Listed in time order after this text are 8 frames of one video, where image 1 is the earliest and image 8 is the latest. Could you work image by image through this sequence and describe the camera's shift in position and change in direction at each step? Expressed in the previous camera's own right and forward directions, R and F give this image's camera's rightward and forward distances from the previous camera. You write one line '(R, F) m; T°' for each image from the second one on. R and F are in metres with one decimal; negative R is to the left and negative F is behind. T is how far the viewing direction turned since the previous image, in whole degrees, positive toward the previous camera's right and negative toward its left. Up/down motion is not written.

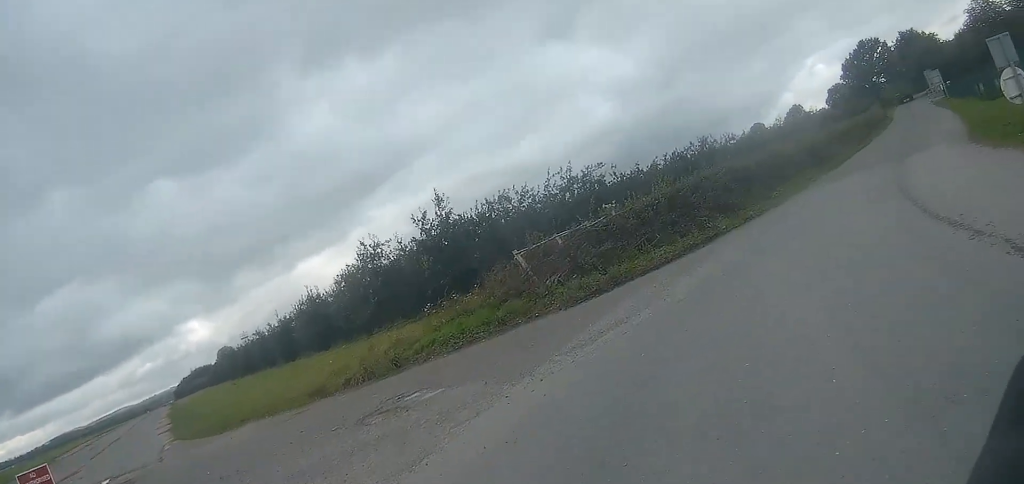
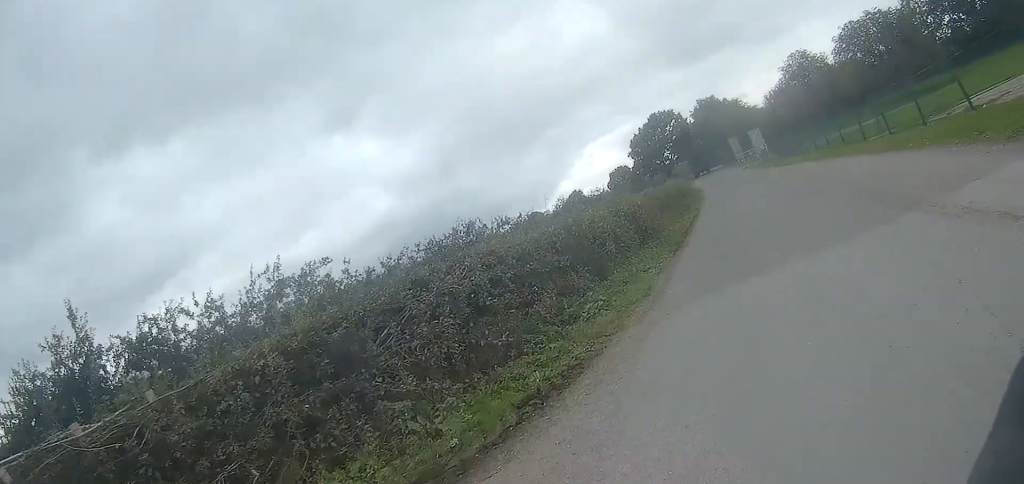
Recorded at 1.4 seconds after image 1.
(+1.9, +8.8) m; +20°
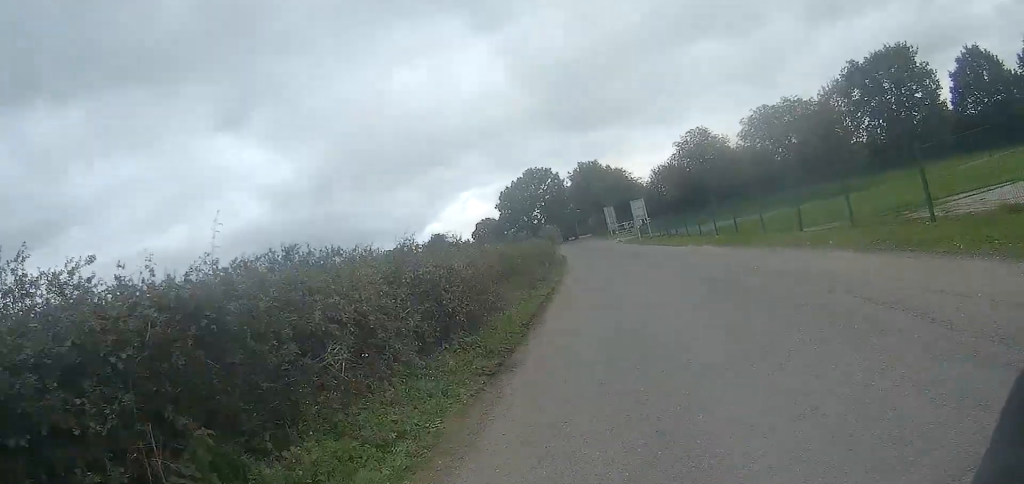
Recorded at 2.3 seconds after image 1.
(+0.6, +5.6) m; +8°
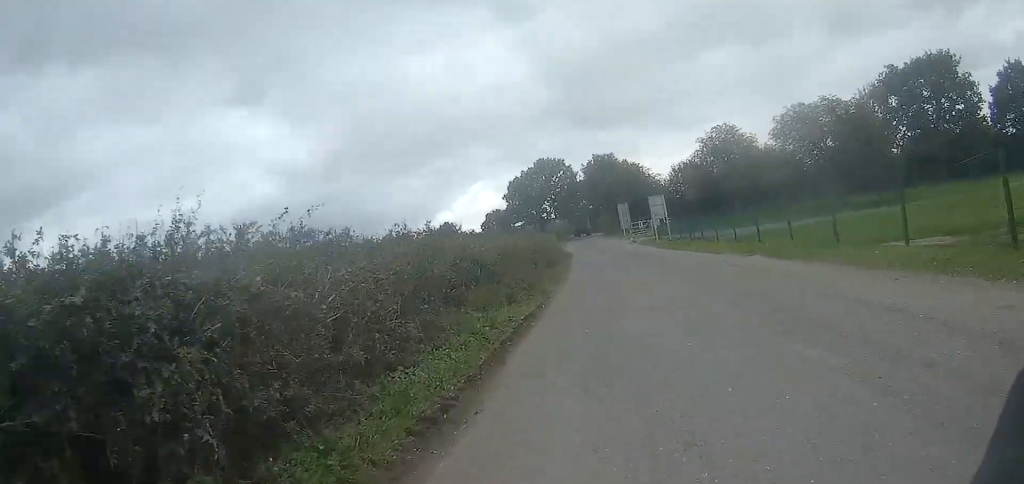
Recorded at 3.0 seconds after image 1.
(0.0, +5.0) m; +5°
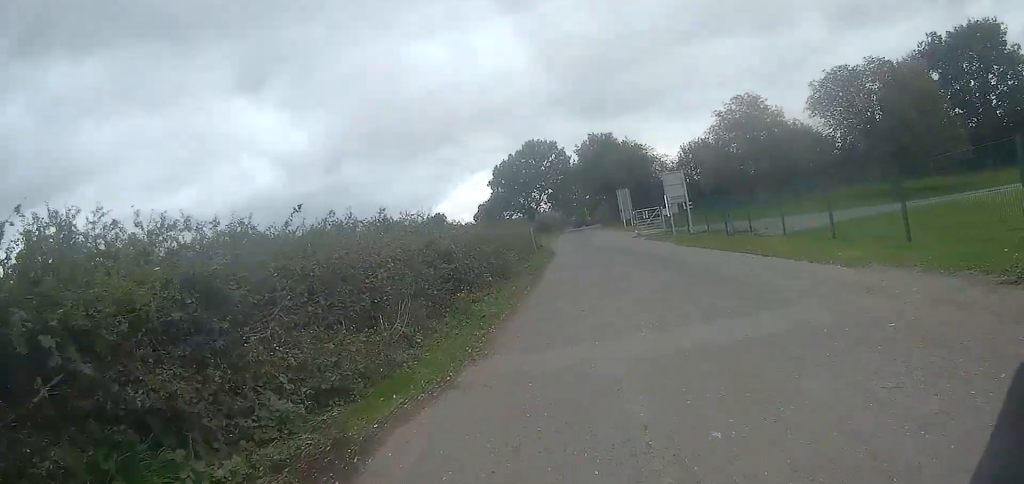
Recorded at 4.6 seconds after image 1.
(+0.6, +11.6) m; -2°
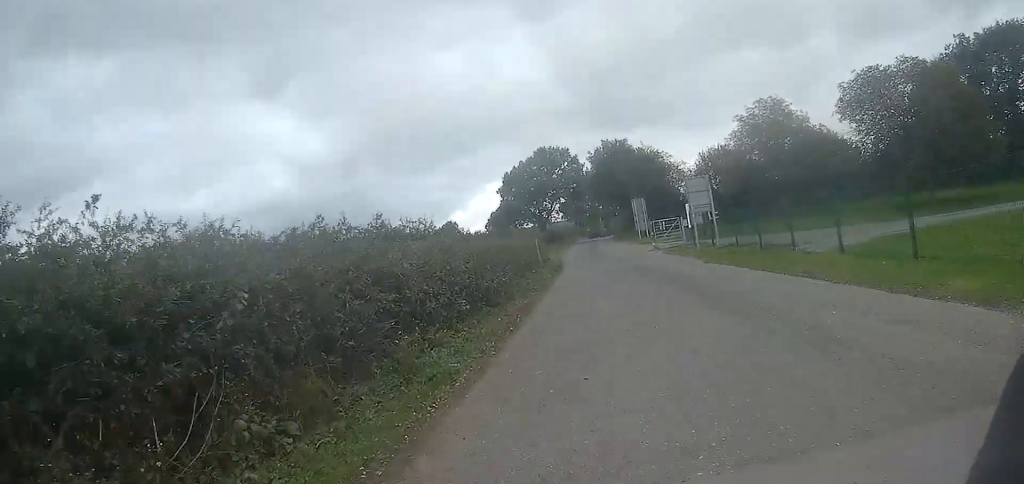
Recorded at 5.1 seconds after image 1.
(-0.1, +3.5) m; -3°
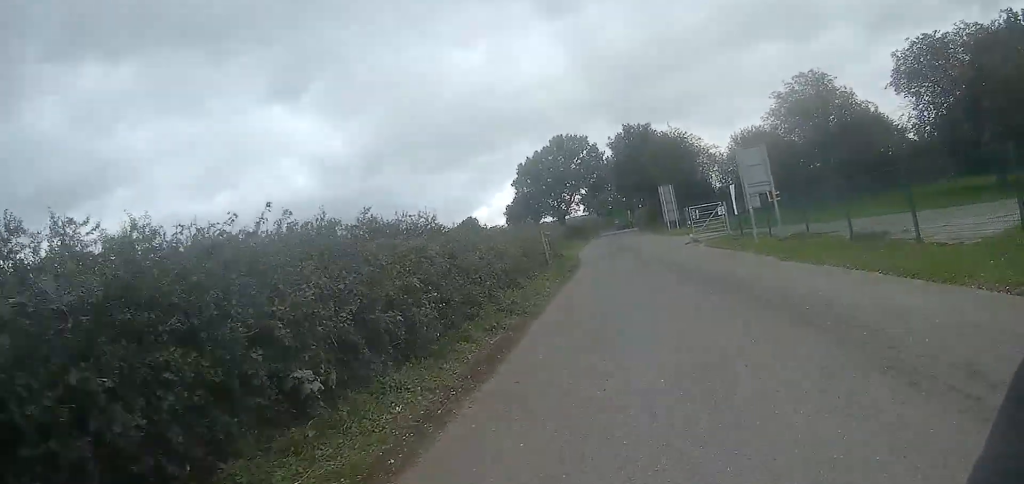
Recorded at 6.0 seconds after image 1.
(-0.3, +6.2) m; -3°
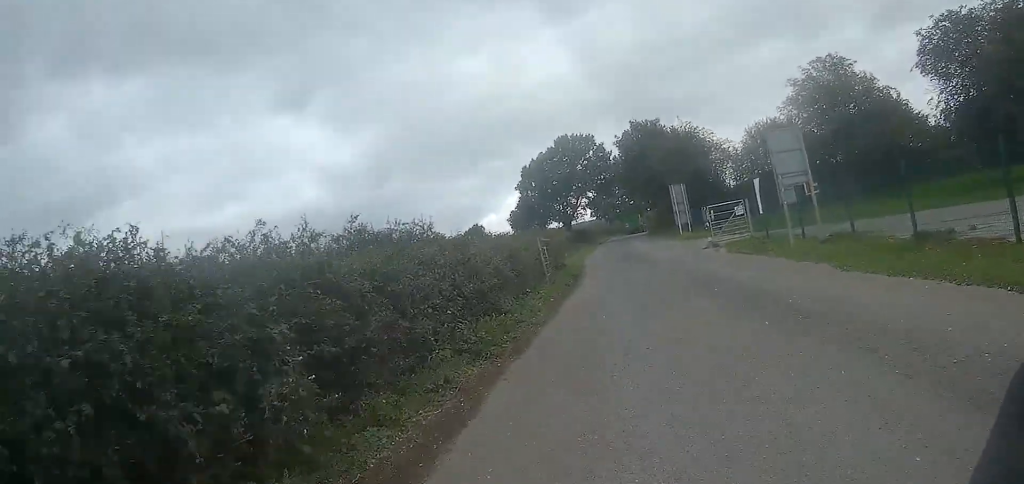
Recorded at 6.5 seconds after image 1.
(-0.1, +2.8) m; 0°
